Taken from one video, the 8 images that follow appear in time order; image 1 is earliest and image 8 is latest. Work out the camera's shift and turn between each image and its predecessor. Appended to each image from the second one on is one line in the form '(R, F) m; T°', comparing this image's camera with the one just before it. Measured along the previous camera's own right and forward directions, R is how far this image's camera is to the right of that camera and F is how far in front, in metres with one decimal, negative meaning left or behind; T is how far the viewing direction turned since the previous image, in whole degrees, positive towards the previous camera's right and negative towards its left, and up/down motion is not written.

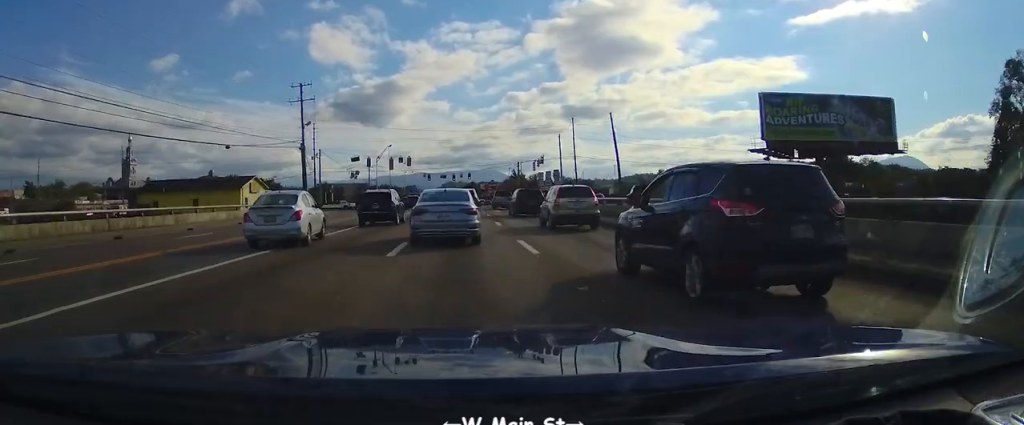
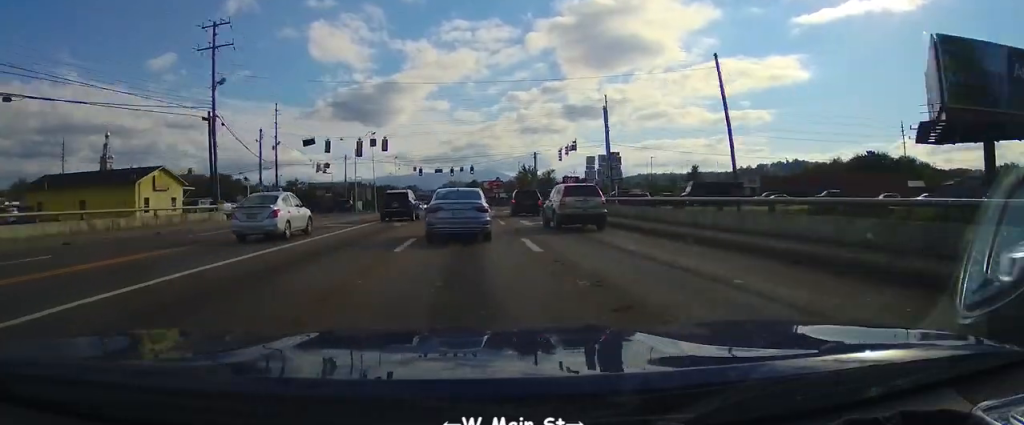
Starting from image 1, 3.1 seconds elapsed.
(0.0, +22.7) m; -1°
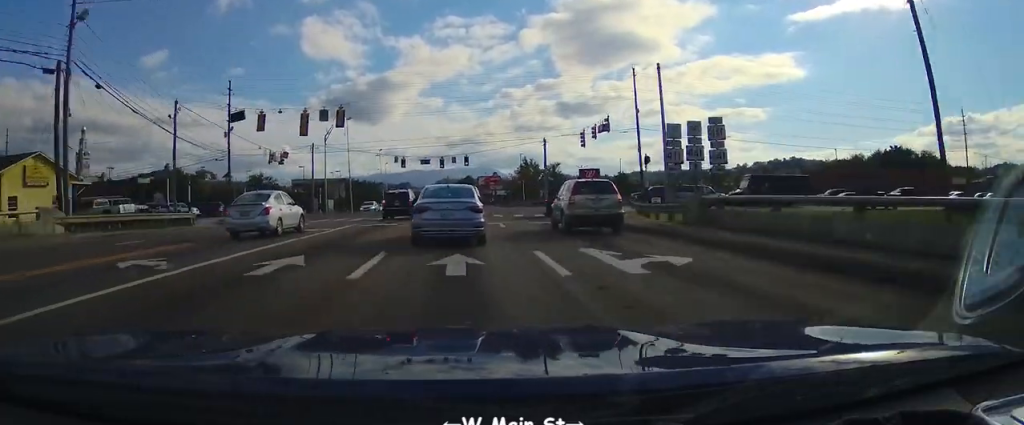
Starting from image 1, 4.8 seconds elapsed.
(-0.2, +15.0) m; 0°
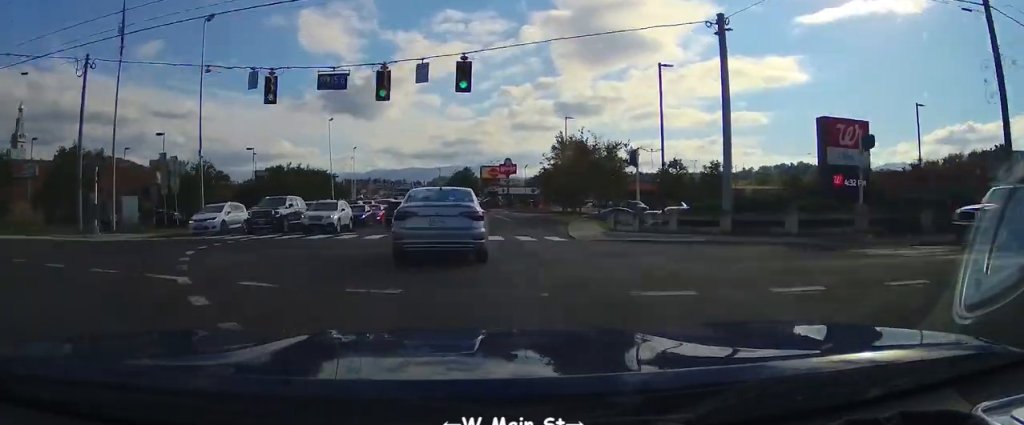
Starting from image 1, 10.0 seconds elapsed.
(+0.2, +48.3) m; -1°
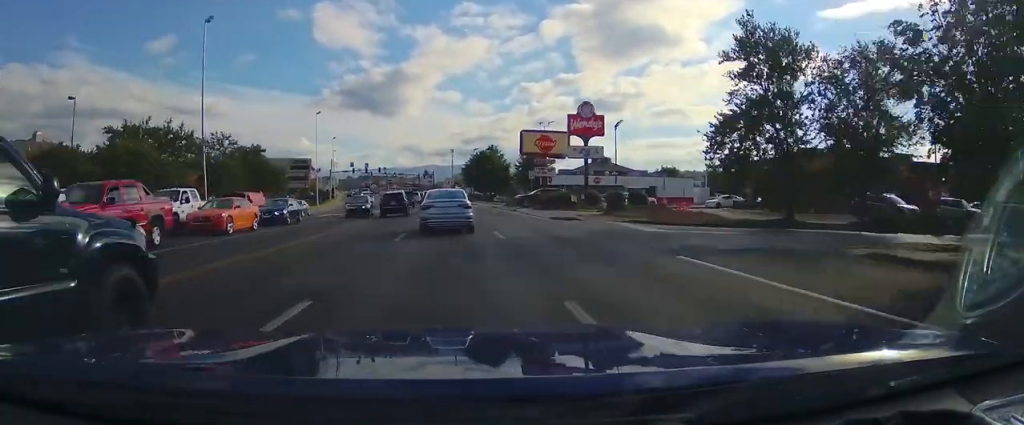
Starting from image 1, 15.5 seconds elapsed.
(-1.5, +59.9) m; -3°
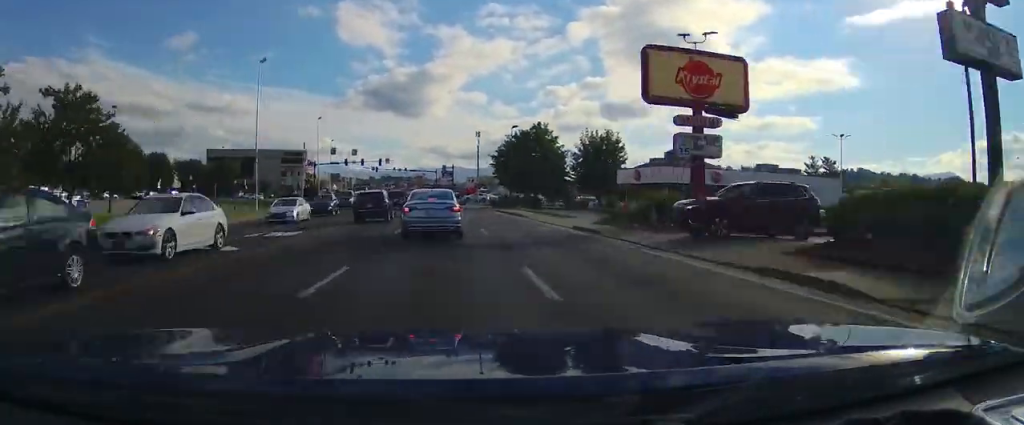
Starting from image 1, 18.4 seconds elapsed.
(+0.1, +37.0) m; -3°
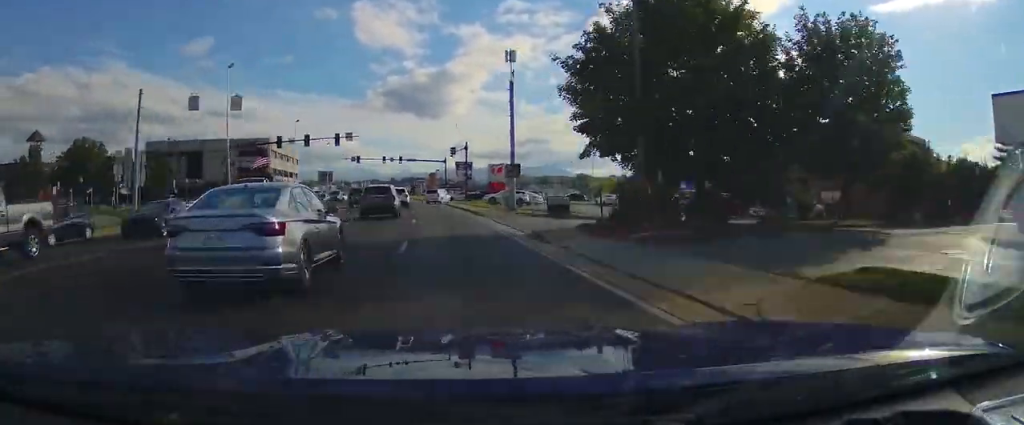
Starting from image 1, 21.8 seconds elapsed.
(-1.9, +46.8) m; -4°
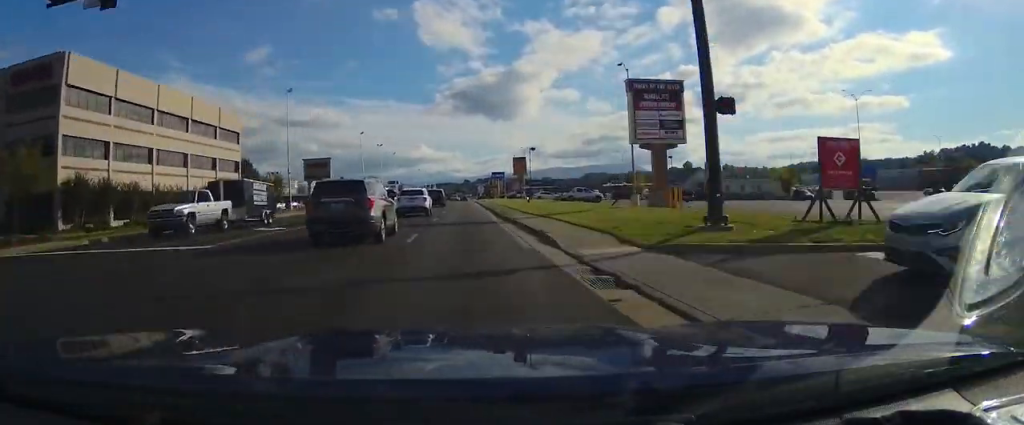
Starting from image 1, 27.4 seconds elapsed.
(-4.4, +85.9) m; -4°
